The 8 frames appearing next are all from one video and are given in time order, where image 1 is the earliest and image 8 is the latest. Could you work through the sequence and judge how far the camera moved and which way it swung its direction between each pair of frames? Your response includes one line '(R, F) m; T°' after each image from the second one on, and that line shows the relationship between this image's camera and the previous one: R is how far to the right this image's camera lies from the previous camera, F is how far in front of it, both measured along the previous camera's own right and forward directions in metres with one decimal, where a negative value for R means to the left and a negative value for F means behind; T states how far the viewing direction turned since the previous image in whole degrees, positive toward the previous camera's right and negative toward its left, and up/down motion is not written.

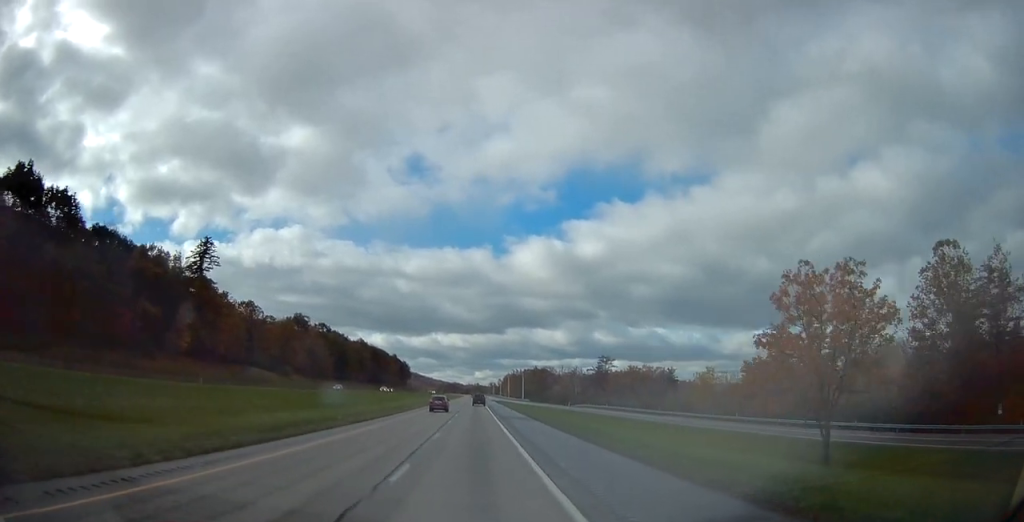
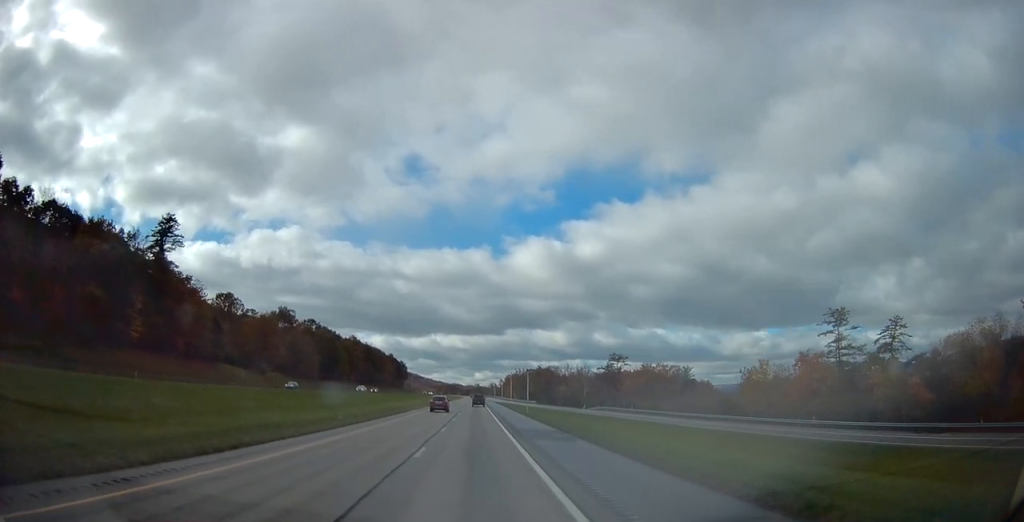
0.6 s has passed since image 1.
(+0.3, +19.9) m; 0°
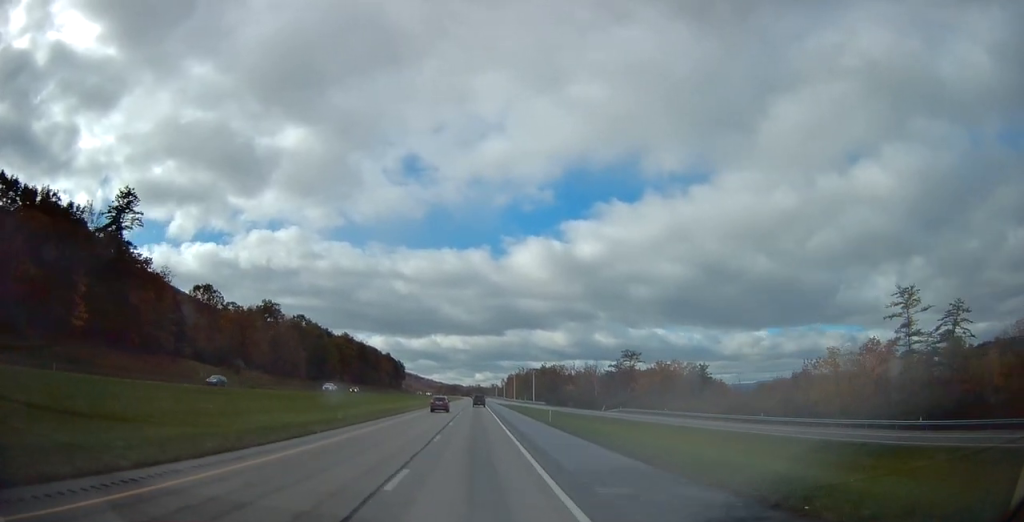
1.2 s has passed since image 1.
(+0.1, +17.7) m; 0°
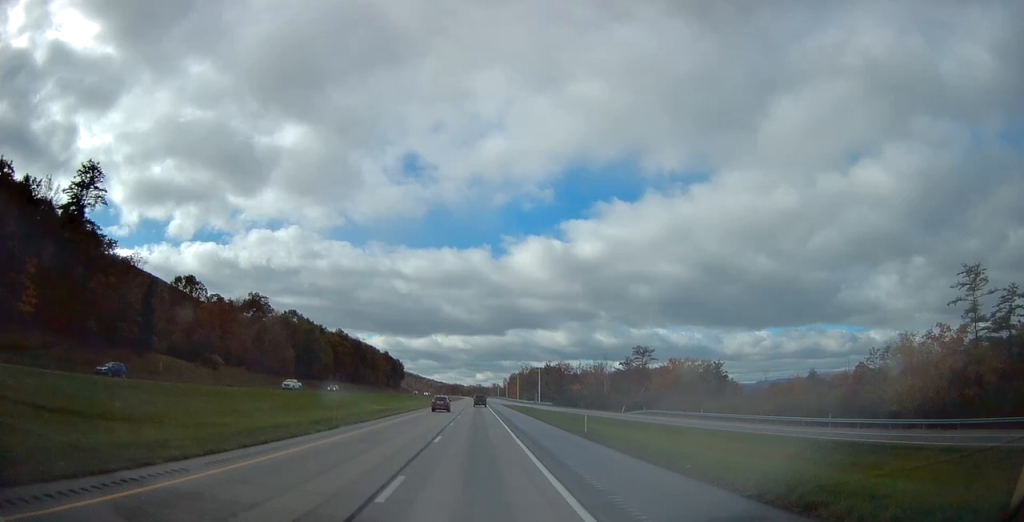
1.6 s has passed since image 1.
(0.0, +13.6) m; 0°
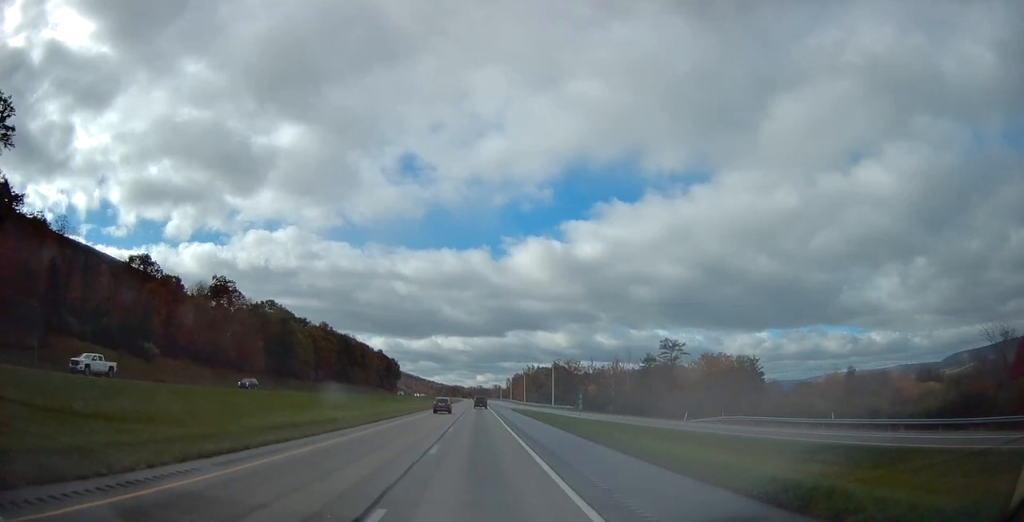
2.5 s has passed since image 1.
(0.0, +28.0) m; 0°
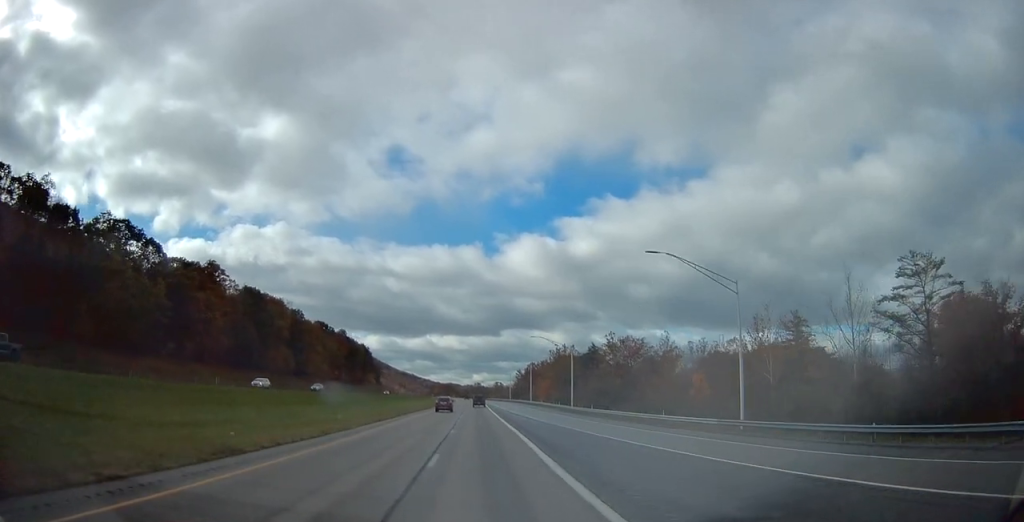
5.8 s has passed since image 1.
(-0.3, +101.2) m; 0°
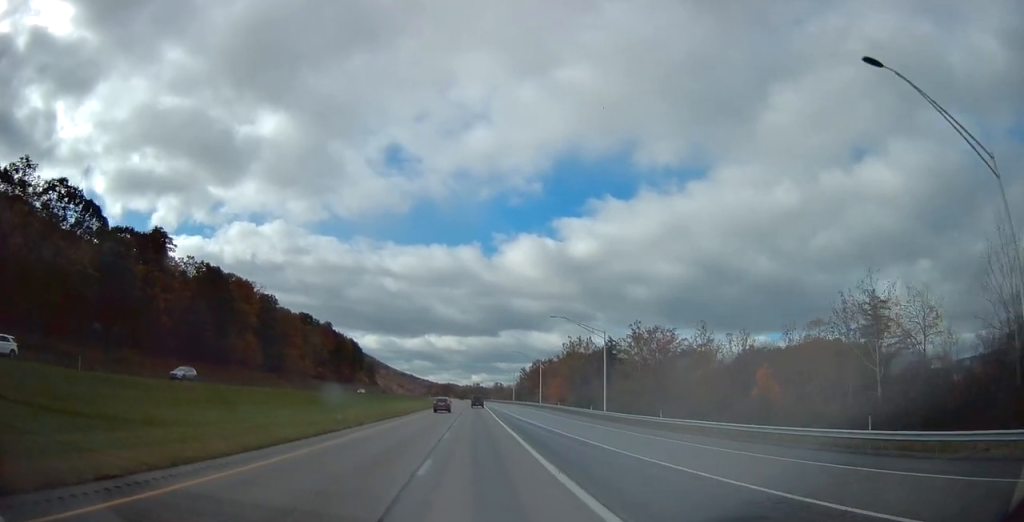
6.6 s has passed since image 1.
(-0.1, +25.8) m; 0°
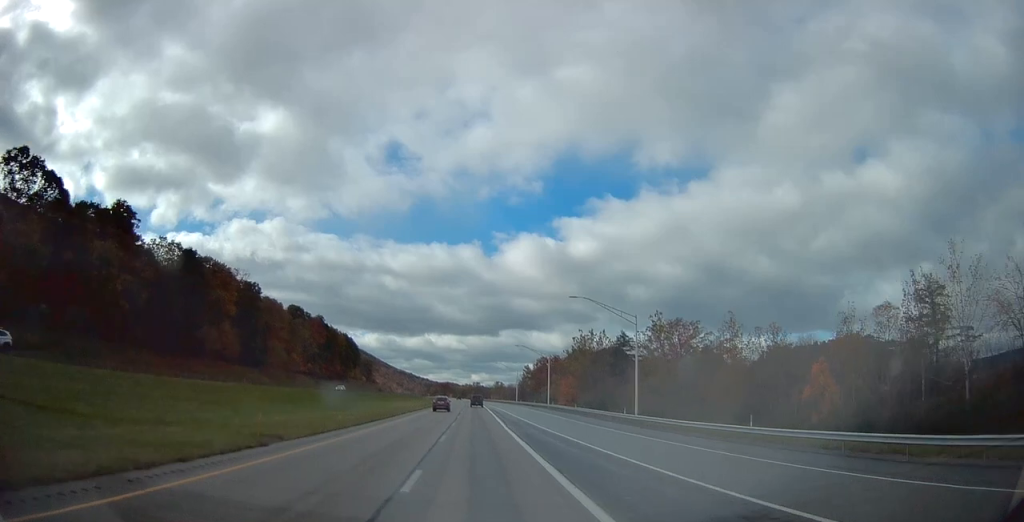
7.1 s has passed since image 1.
(0.0, +14.4) m; 0°
